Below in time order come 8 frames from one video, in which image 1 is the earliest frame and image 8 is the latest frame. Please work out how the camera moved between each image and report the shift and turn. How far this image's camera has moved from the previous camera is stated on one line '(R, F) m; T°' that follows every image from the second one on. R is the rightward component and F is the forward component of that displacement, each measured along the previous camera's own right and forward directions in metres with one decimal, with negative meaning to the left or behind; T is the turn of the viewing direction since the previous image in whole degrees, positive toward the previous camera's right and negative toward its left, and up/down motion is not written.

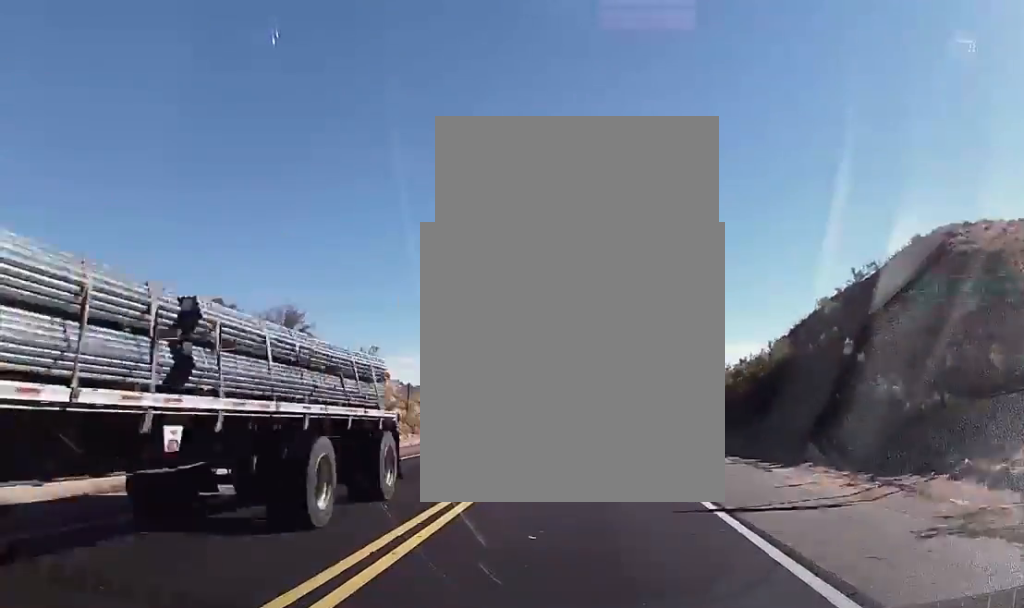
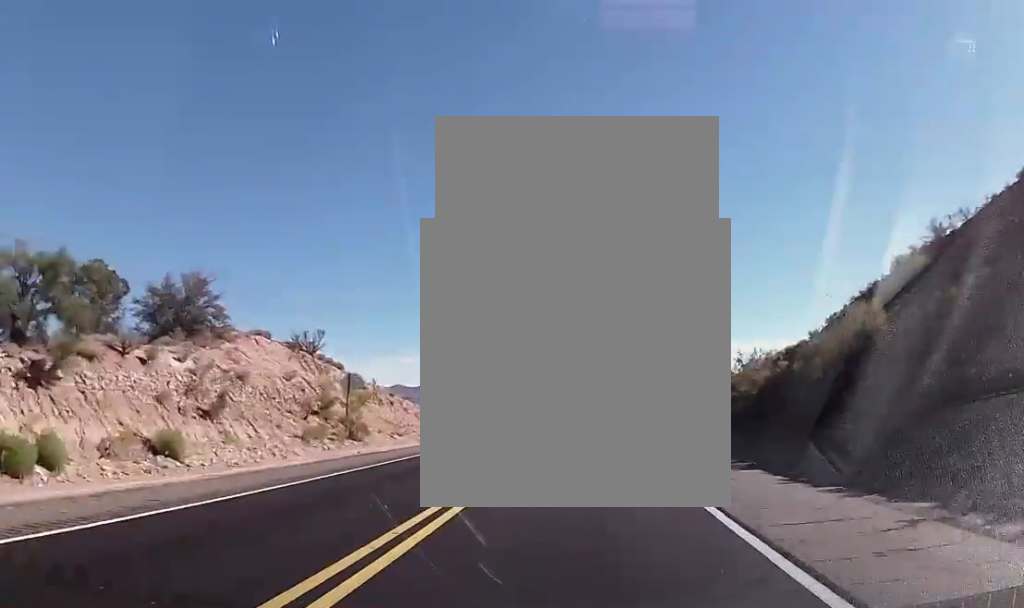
(0.0, +11.9) m; 0°
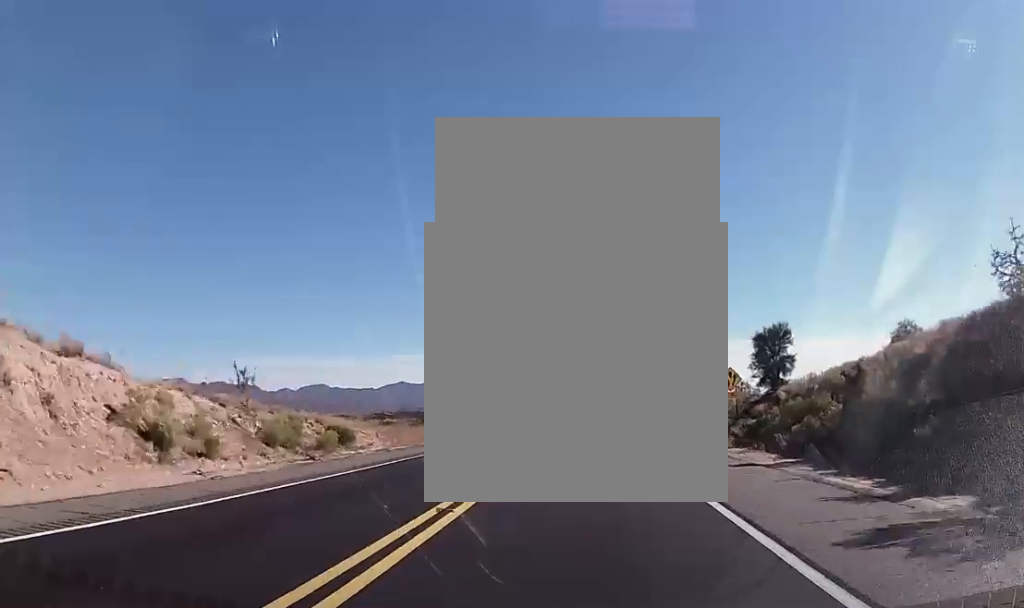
(+0.2, +42.2) m; 0°
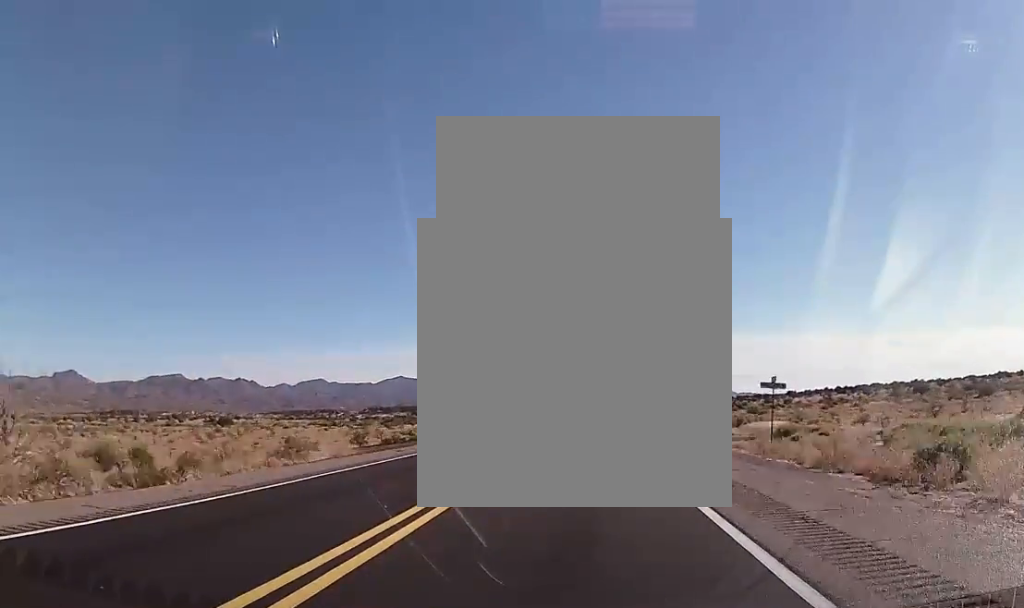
(+0.1, +67.8) m; +1°
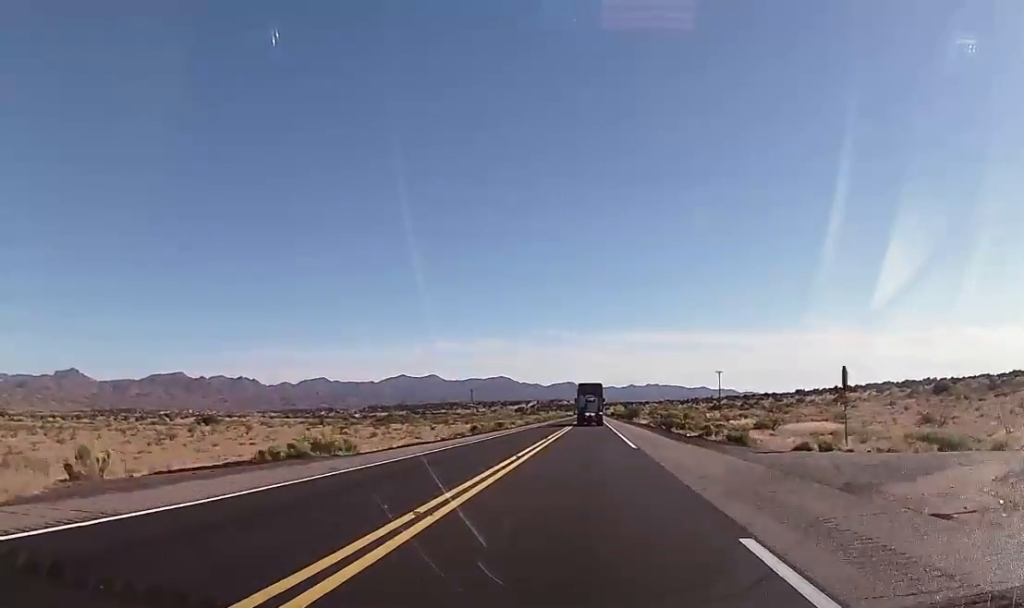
(+0.1, +22.1) m; 0°
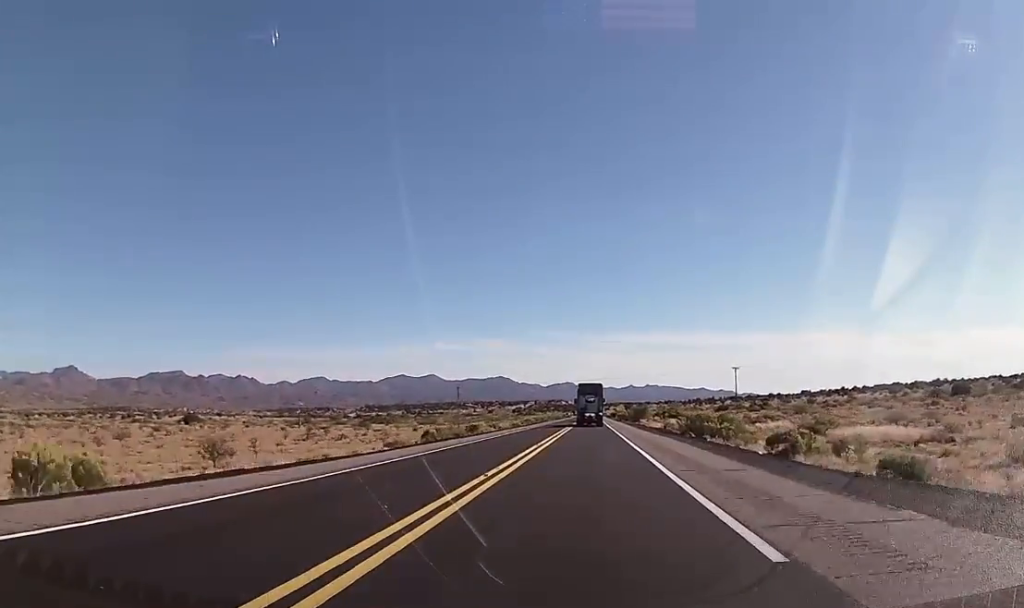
(+0.1, +22.2) m; -1°
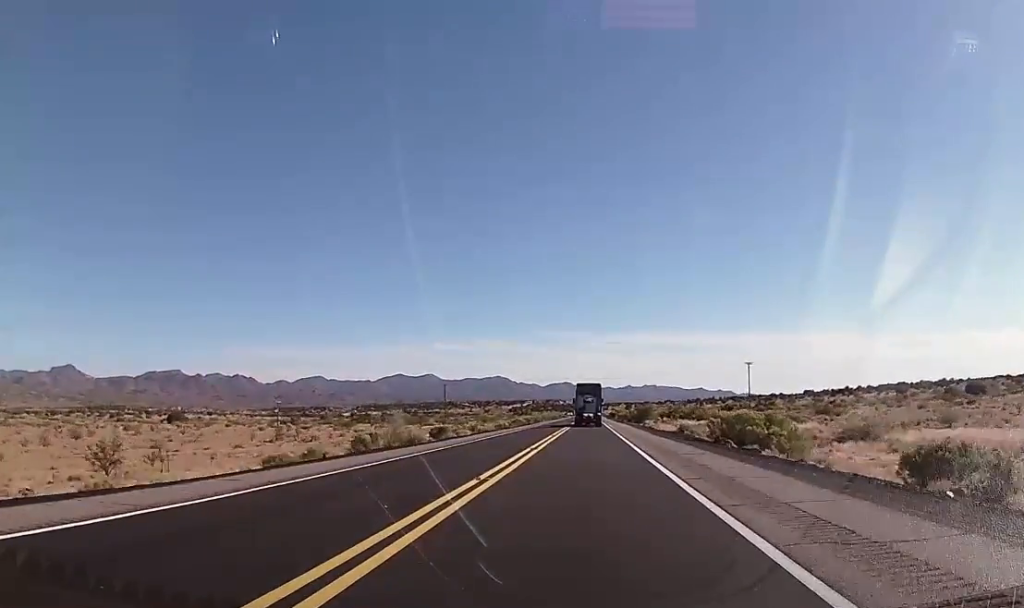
(-0.2, +16.3) m; 0°
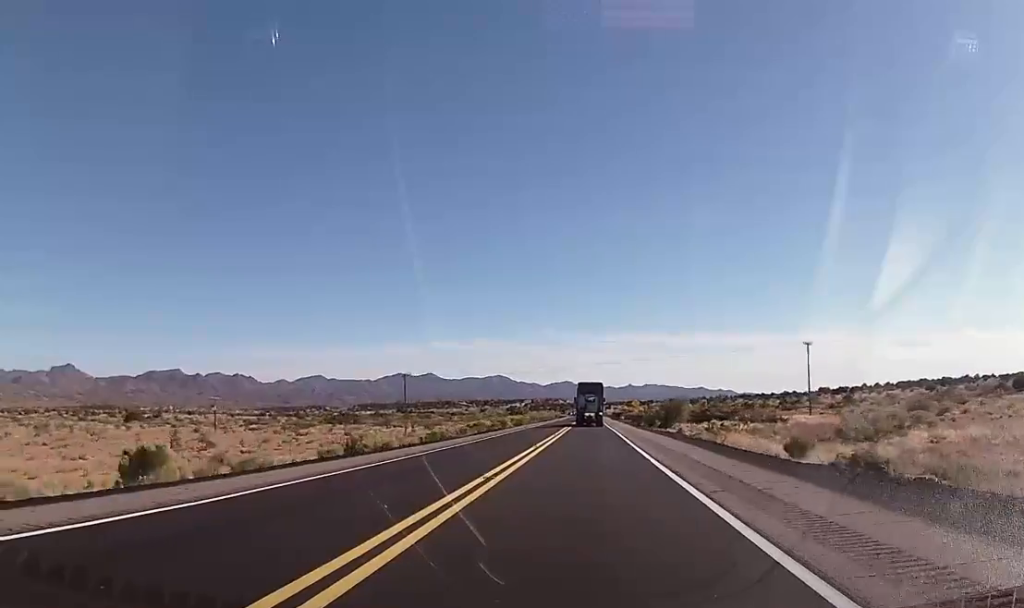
(+0.4, +41.8) m; 0°
